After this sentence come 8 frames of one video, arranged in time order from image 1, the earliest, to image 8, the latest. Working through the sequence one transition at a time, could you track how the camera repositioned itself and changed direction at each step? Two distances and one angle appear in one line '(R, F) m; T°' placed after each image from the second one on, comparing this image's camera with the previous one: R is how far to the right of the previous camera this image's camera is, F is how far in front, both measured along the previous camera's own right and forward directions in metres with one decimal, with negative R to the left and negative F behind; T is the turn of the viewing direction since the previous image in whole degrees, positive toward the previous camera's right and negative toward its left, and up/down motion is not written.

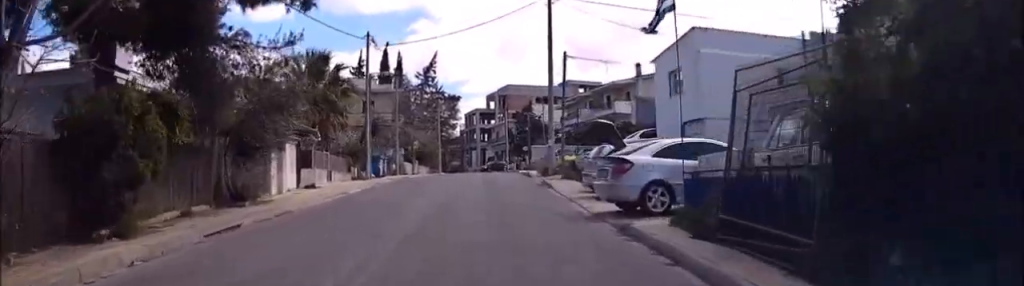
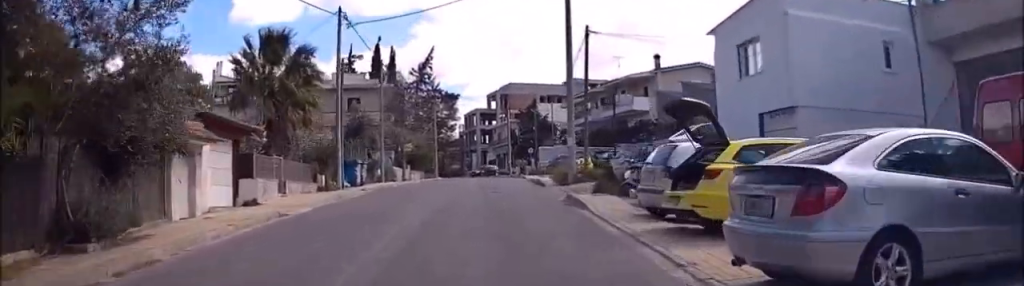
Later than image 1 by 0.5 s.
(0.0, +7.0) m; 0°
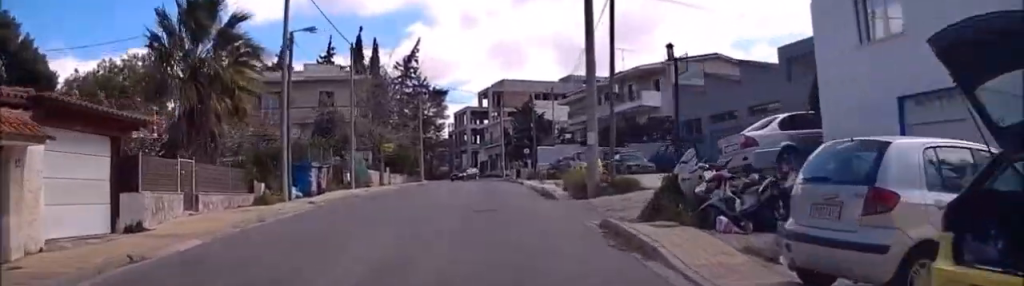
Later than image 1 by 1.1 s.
(-0.1, +6.7) m; 0°
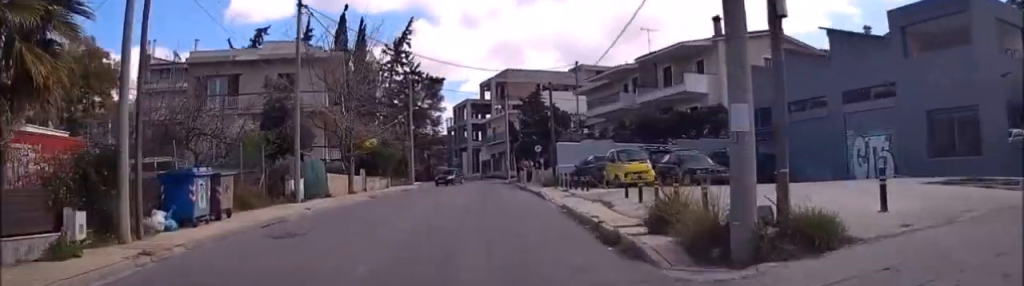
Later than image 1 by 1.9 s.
(+0.1, +10.4) m; +2°
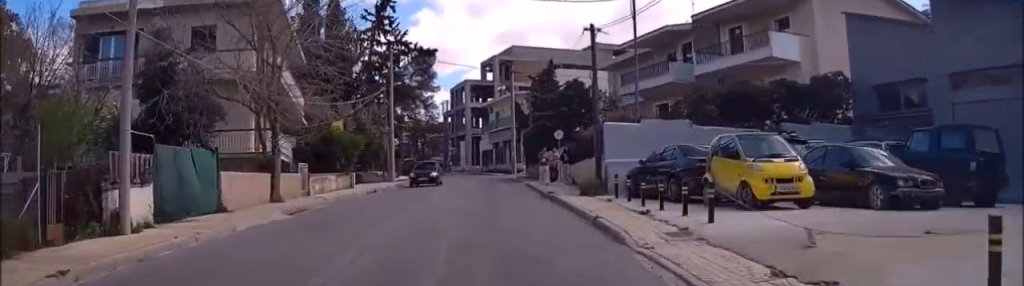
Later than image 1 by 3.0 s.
(+0.3, +12.3) m; +1°
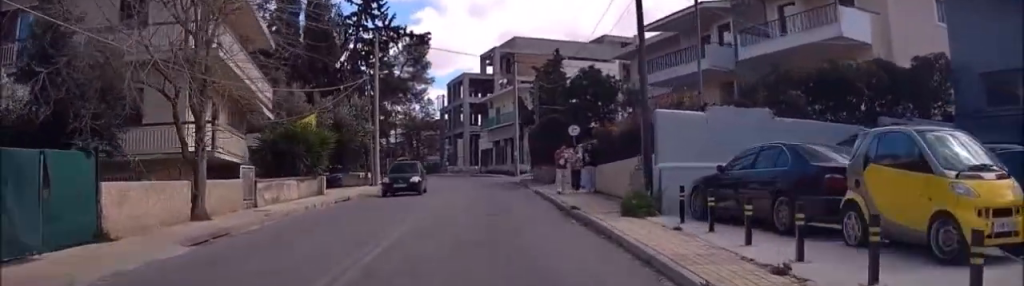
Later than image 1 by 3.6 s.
(0.0, +6.1) m; 0°
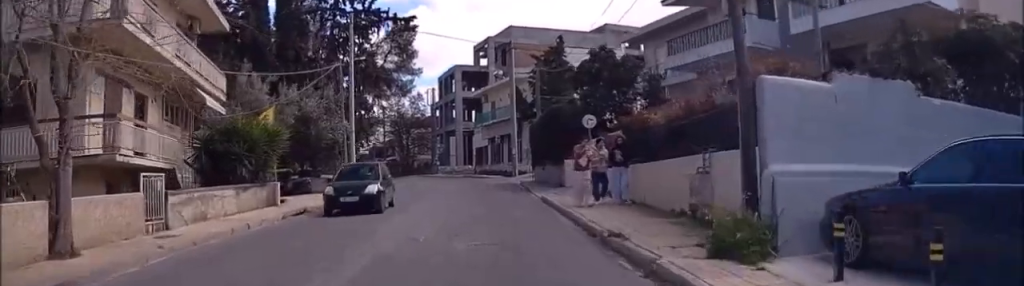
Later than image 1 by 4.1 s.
(-0.1, +5.6) m; -1°
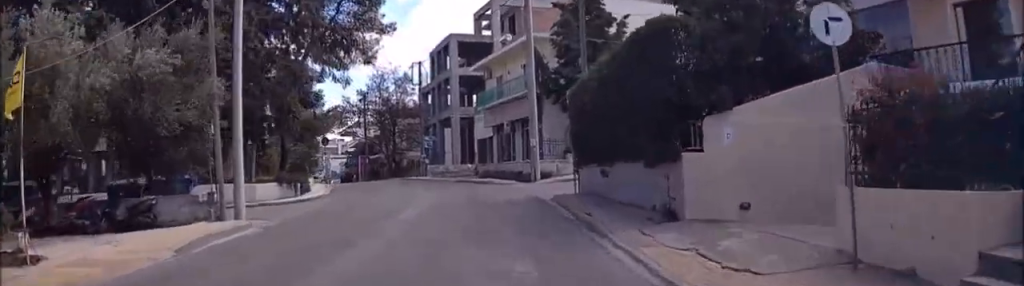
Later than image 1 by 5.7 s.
(-0.3, +15.6) m; -3°
